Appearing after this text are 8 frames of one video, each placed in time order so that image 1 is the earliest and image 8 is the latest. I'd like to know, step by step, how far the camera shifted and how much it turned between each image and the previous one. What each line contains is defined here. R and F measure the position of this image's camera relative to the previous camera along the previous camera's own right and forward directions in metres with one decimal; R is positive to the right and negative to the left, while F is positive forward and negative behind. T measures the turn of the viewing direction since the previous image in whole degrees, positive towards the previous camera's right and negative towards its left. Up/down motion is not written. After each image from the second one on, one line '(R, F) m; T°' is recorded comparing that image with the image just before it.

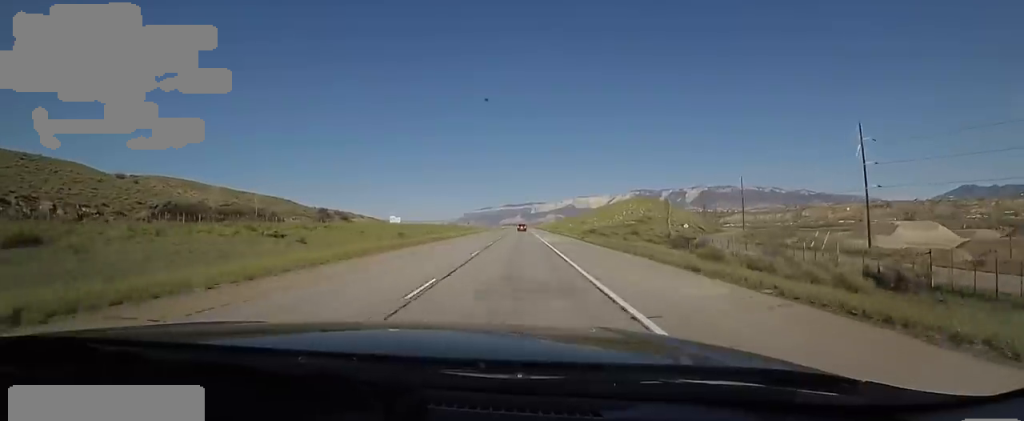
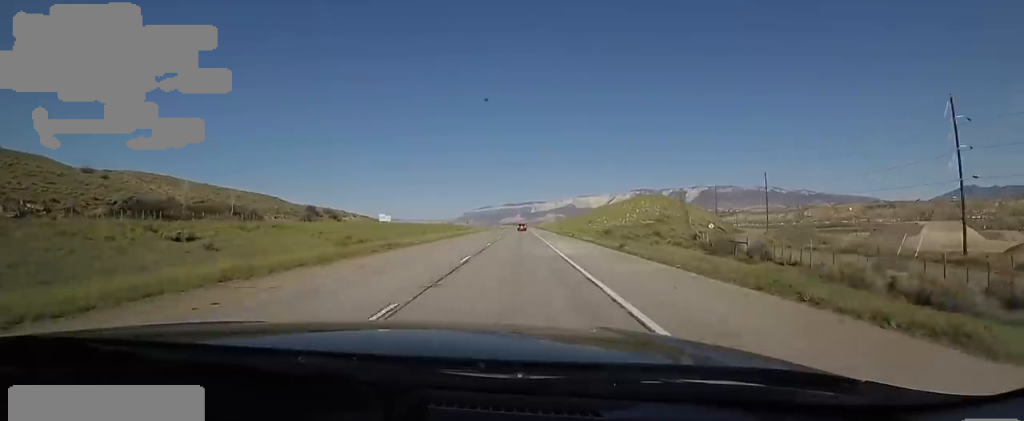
(0.0, +16.6) m; 0°
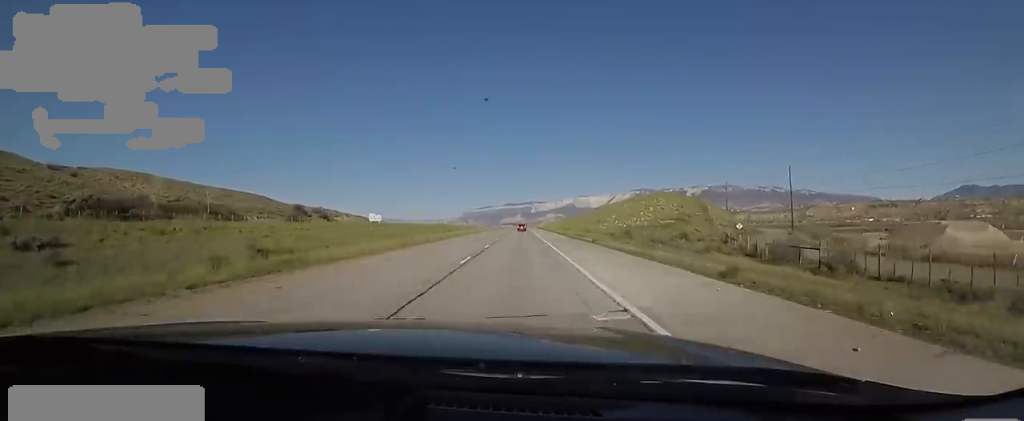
(0.0, +13.2) m; 0°
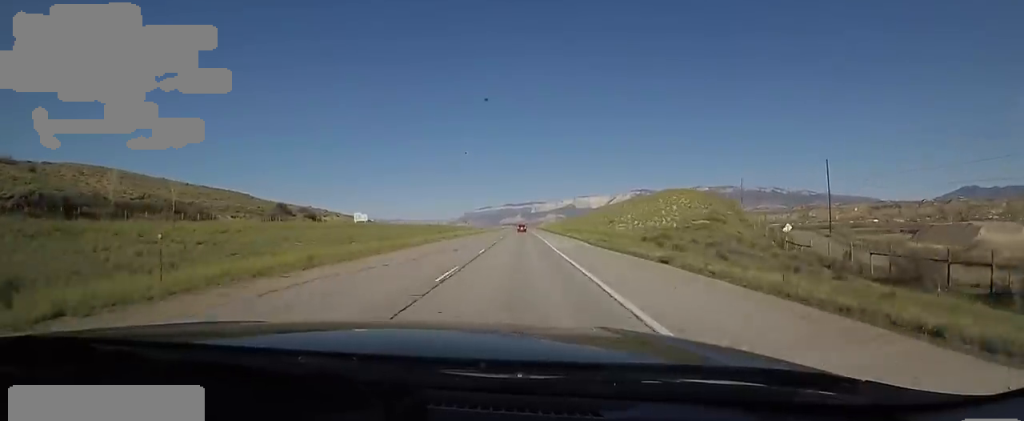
(0.0, +16.5) m; 0°
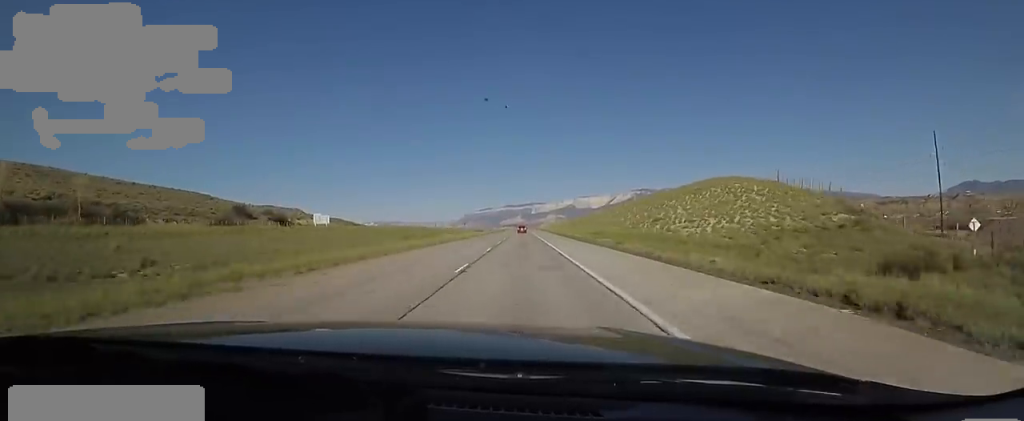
(0.0, +33.1) m; 0°
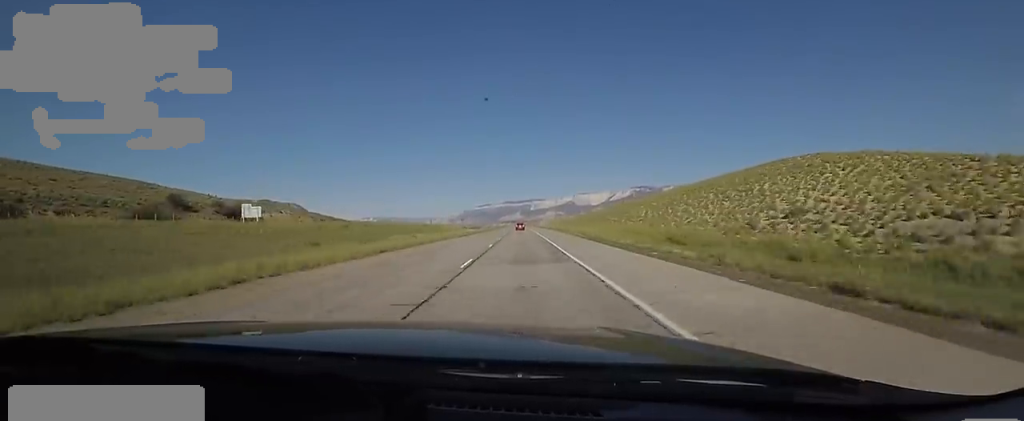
(0.0, +35.4) m; 0°
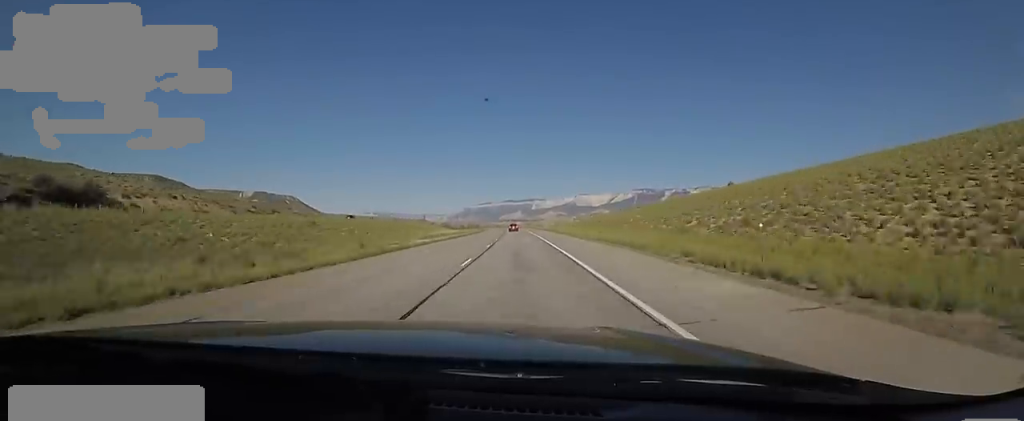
(0.0, +72.7) m; 0°
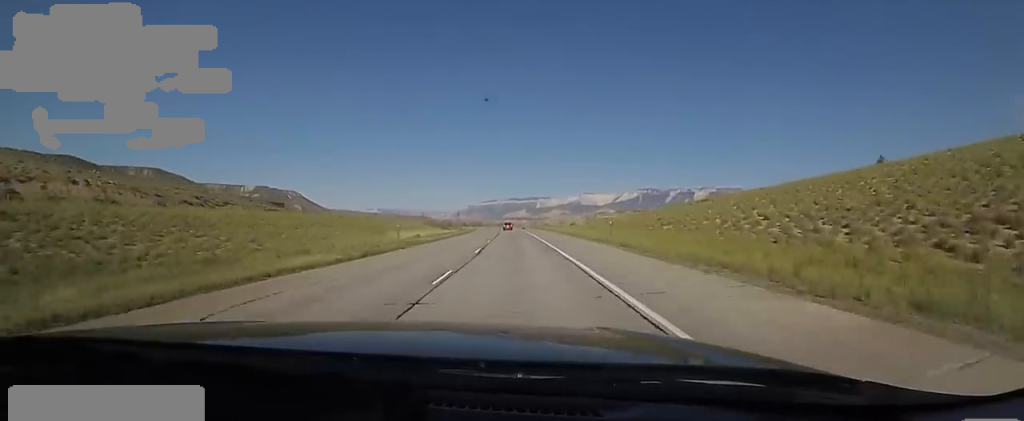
(0.0, +41.9) m; 0°
